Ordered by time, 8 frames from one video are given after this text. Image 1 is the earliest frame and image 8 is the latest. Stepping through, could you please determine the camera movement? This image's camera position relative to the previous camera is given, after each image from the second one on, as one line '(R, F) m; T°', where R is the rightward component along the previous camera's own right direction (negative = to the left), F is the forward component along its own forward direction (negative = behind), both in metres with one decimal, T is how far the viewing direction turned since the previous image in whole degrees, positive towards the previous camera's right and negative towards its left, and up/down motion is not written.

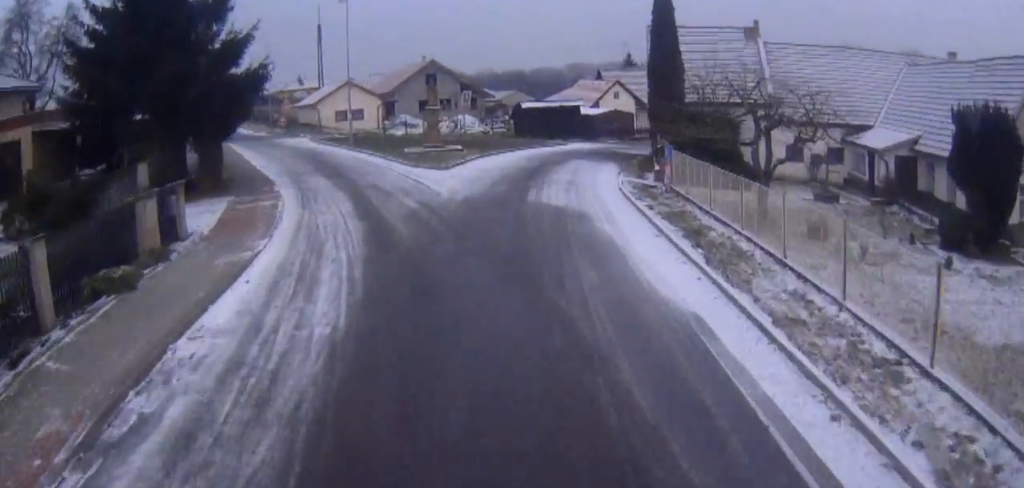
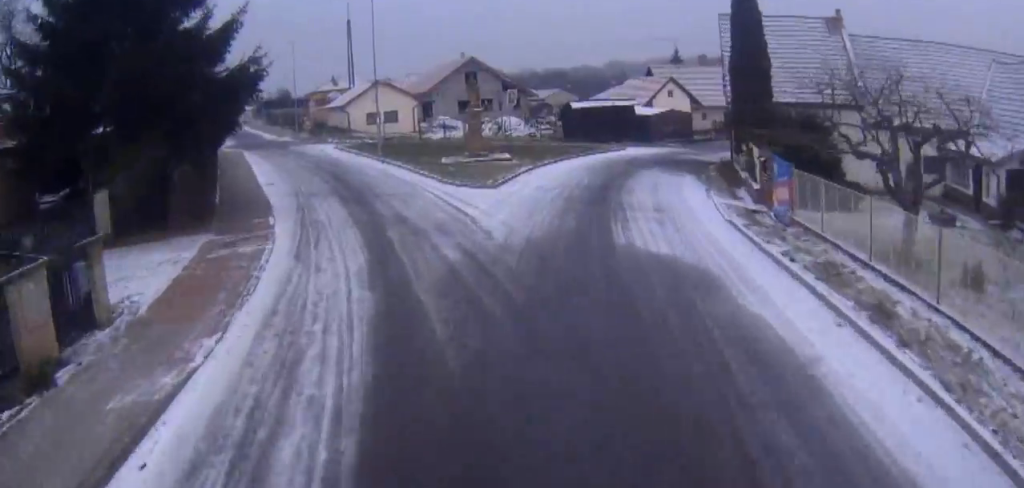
(+0.1, +5.8) m; -1°
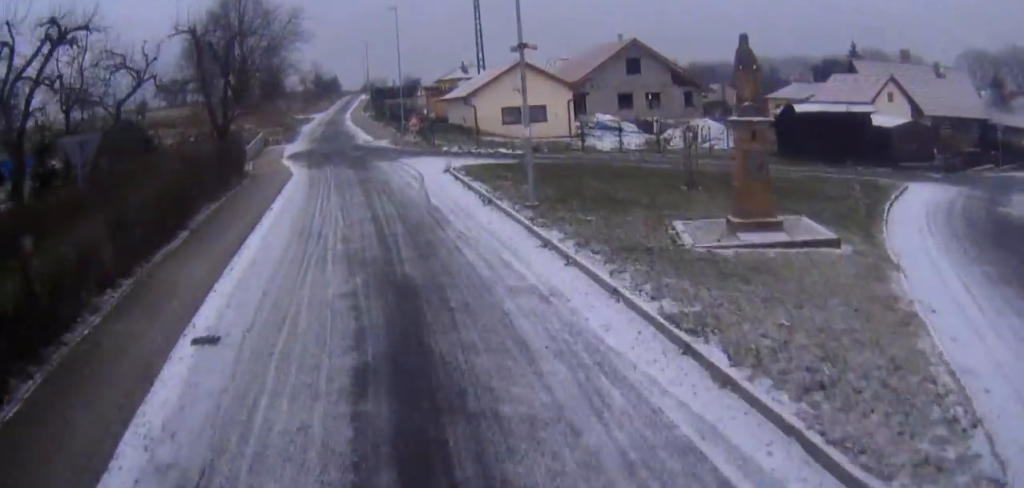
(-1.1, +18.3) m; -8°
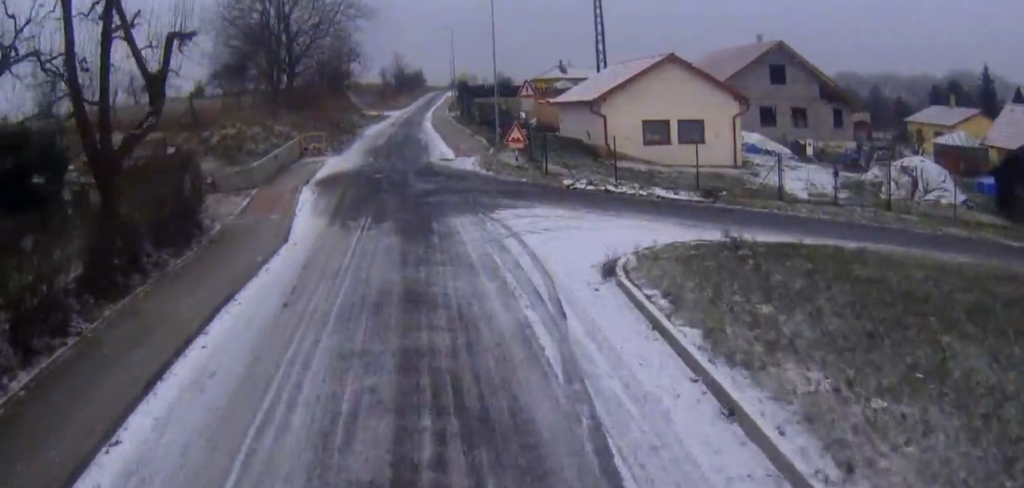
(-1.0, +13.2) m; -9°
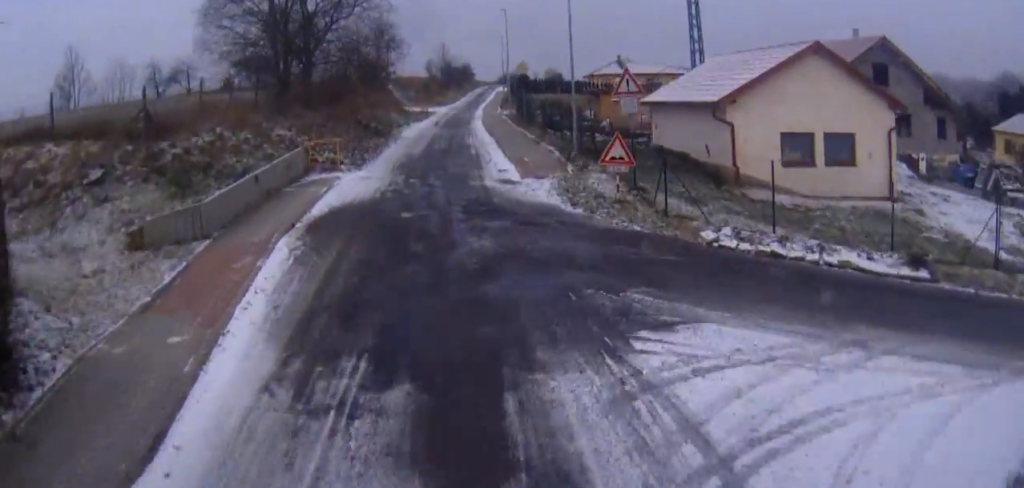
(-0.5, +8.7) m; -5°
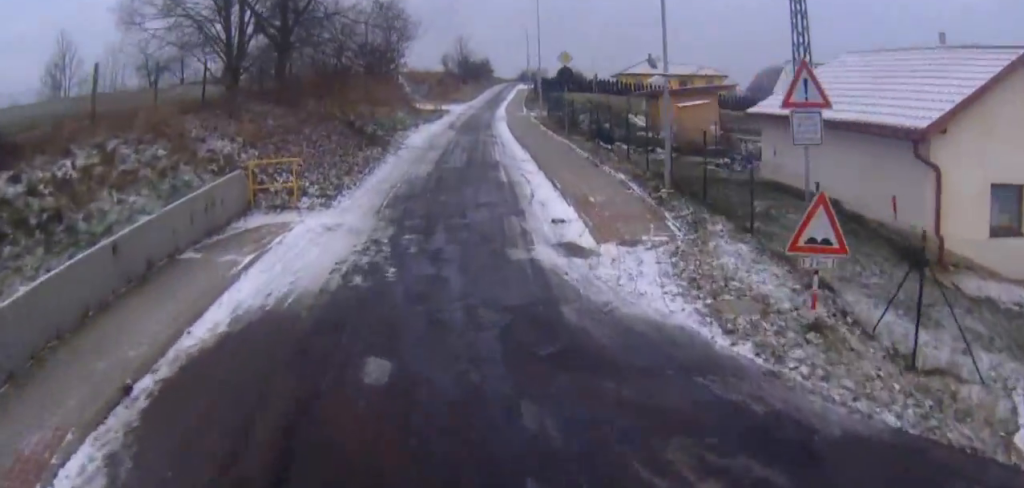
(-0.4, +9.0) m; -3°
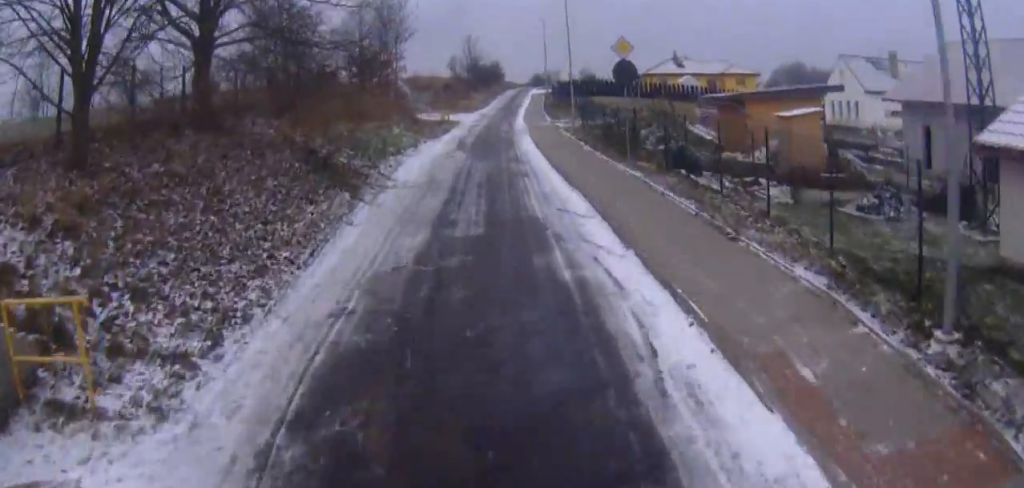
(0.0, +10.0) m; 0°
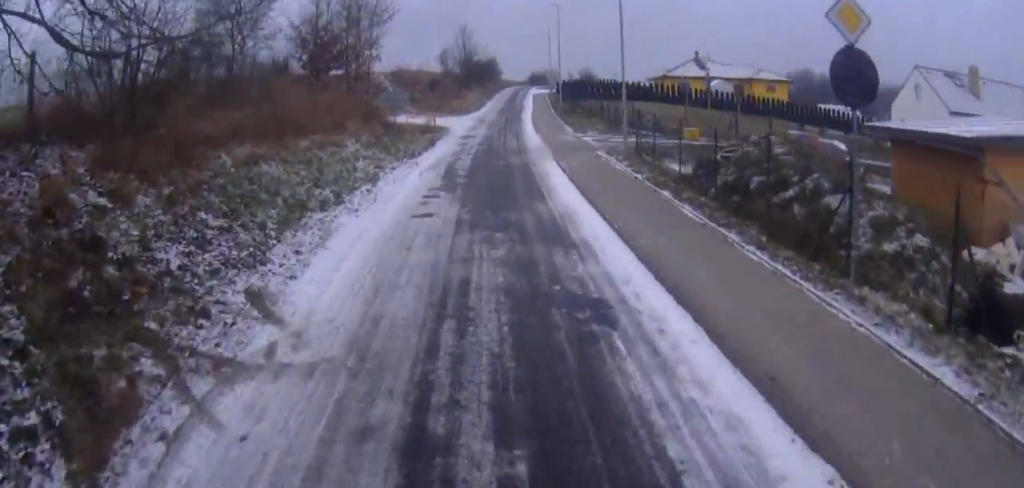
(+0.1, +13.5) m; 0°
